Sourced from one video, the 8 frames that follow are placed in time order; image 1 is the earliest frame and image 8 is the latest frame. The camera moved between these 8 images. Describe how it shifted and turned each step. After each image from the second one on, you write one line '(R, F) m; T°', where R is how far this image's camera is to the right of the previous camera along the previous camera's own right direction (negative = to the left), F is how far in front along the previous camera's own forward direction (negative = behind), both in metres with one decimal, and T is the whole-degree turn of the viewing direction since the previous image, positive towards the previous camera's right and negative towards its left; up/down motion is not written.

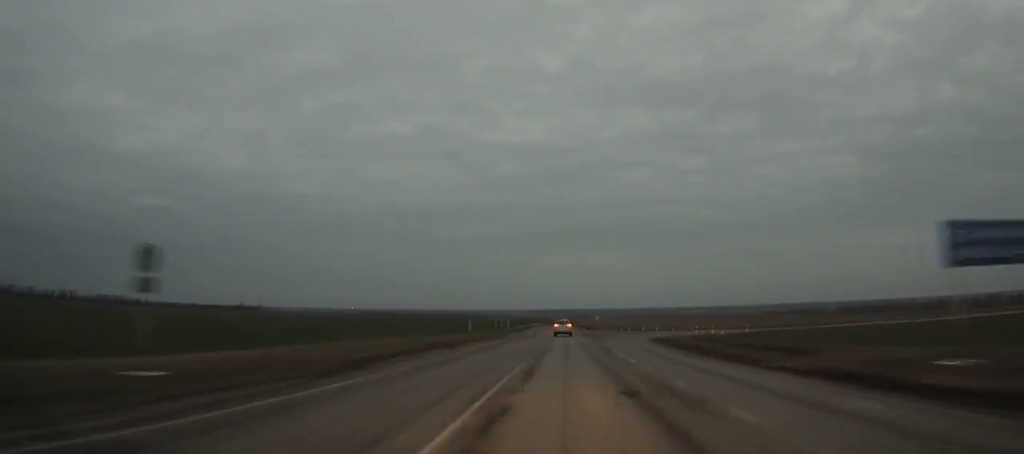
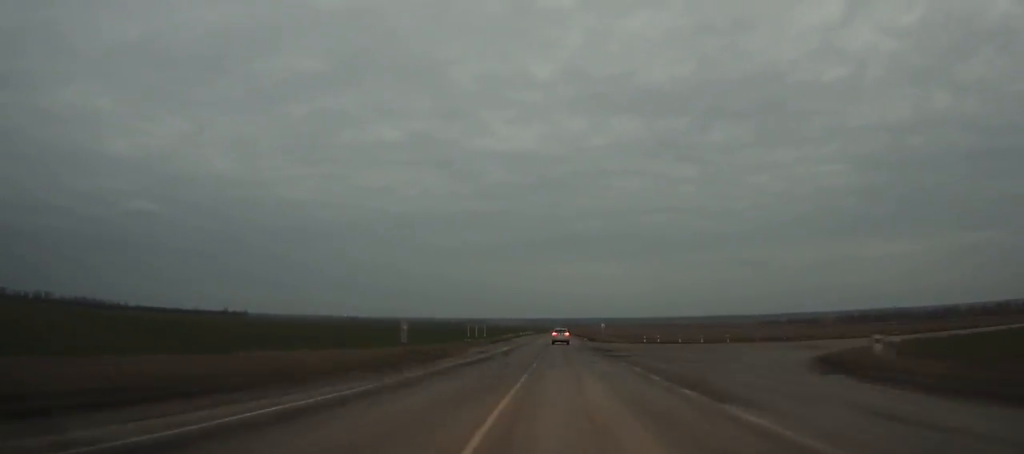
(+0.1, +31.8) m; 0°
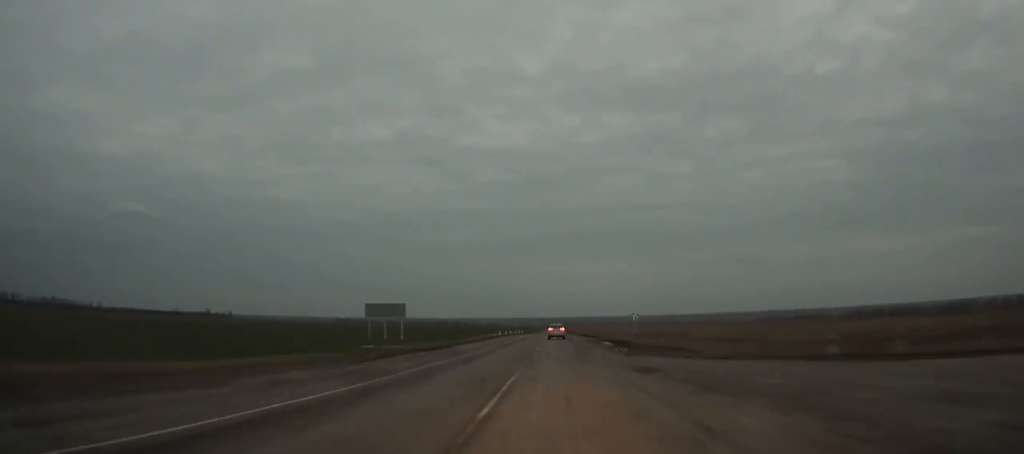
(+0.1, +47.9) m; 0°
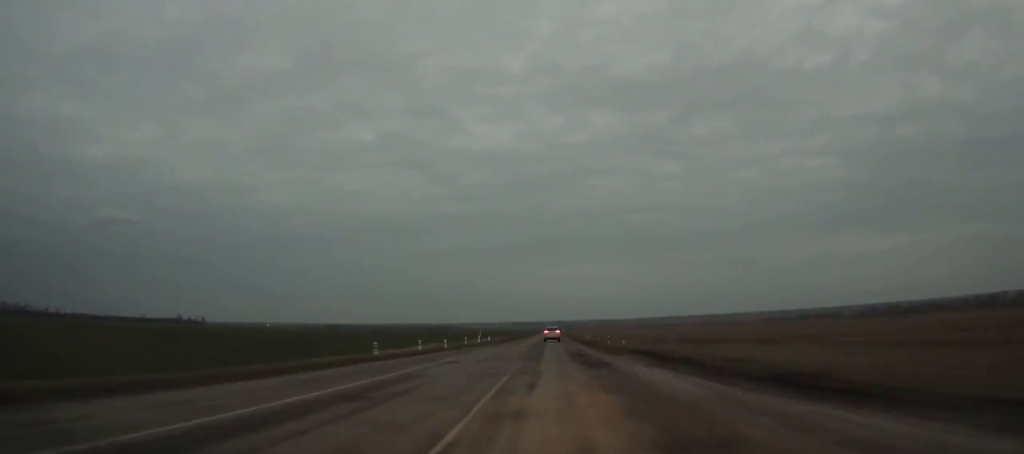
(+0.2, +68.7) m; 0°
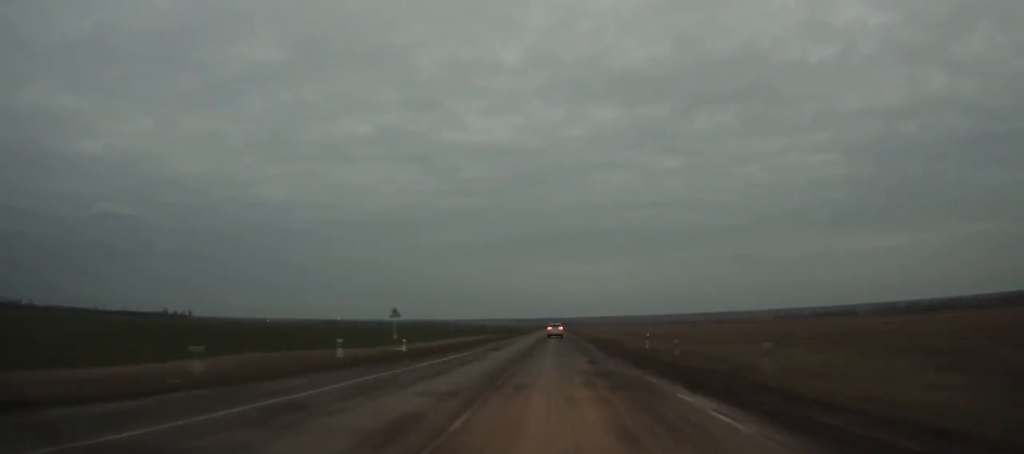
(+0.1, +48.2) m; 0°
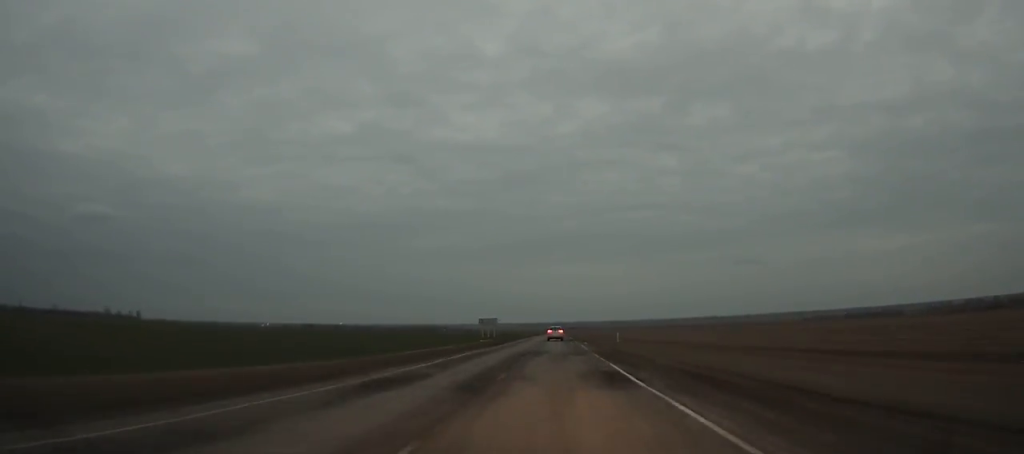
(-0.4, +136.8) m; 0°
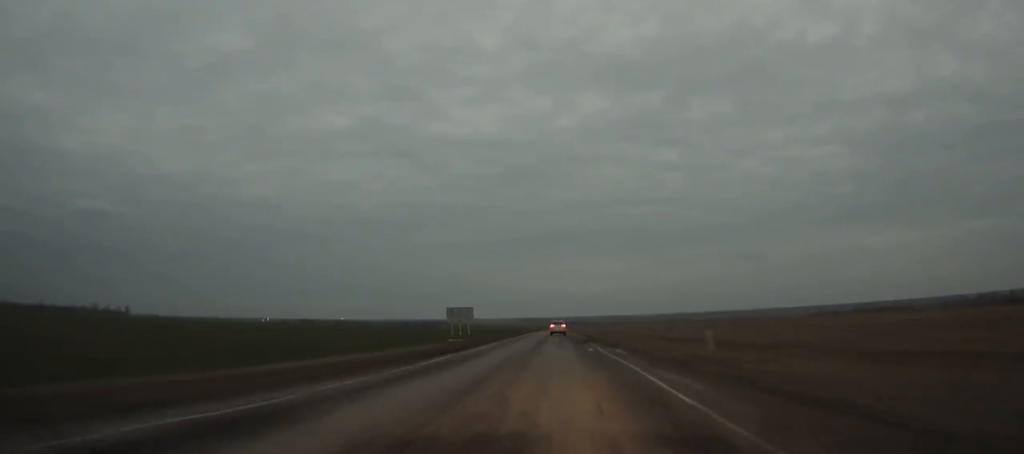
(0.0, +28.0) m; 0°
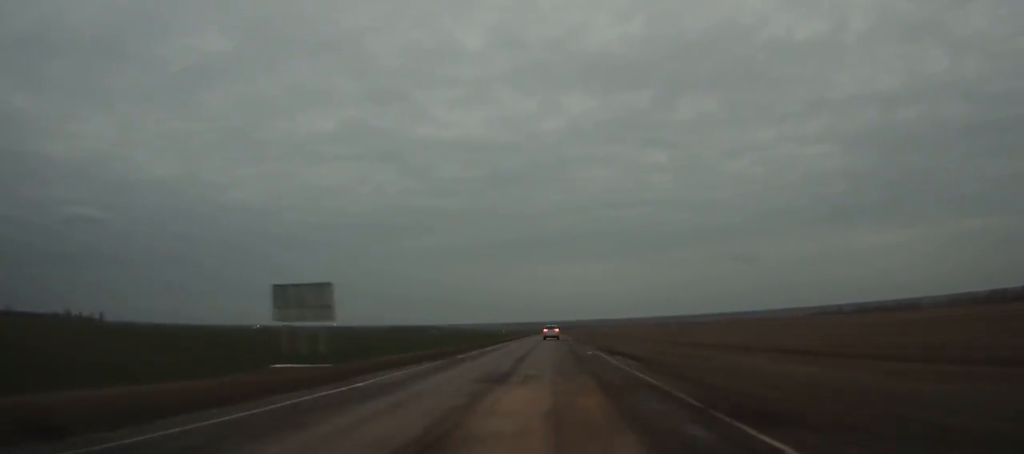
(0.0, +37.4) m; 0°
